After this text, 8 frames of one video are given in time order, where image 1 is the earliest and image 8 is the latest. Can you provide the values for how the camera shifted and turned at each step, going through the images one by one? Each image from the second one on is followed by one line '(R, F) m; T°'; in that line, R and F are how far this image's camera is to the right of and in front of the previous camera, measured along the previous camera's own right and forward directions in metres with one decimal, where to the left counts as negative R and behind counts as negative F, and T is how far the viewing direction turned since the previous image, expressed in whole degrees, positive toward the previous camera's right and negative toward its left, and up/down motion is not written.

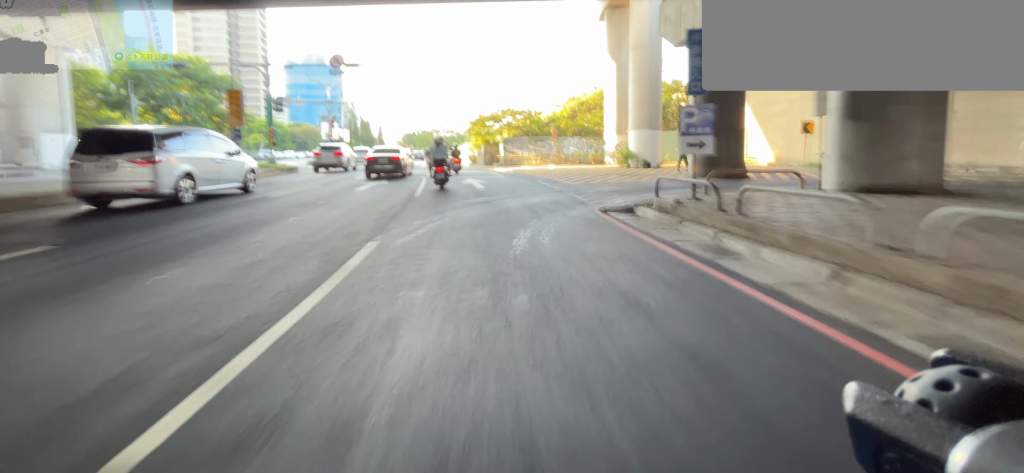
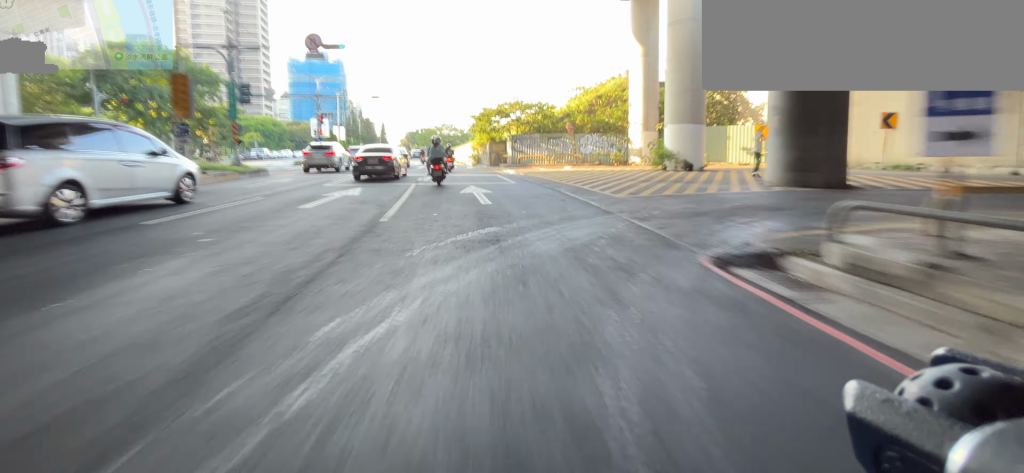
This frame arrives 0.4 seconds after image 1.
(0.0, +4.0) m; -2°
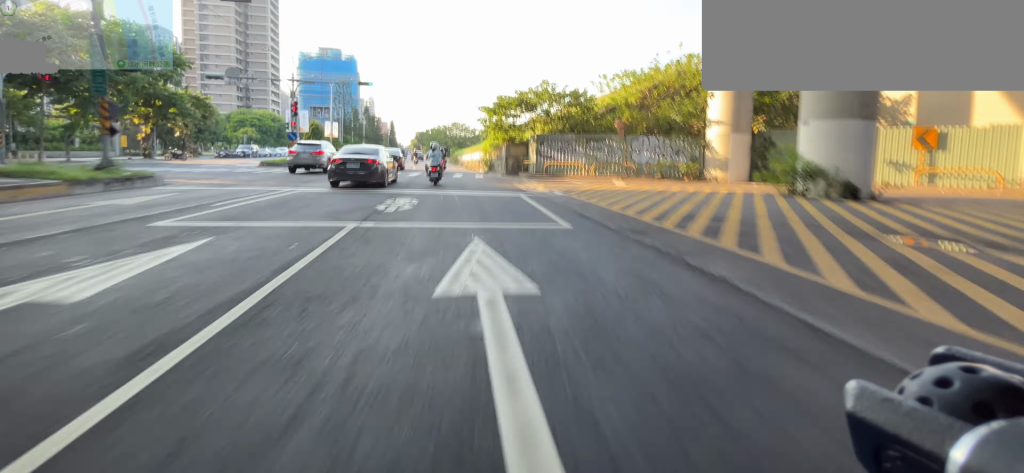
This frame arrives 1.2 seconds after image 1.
(-0.4, +7.8) m; -4°
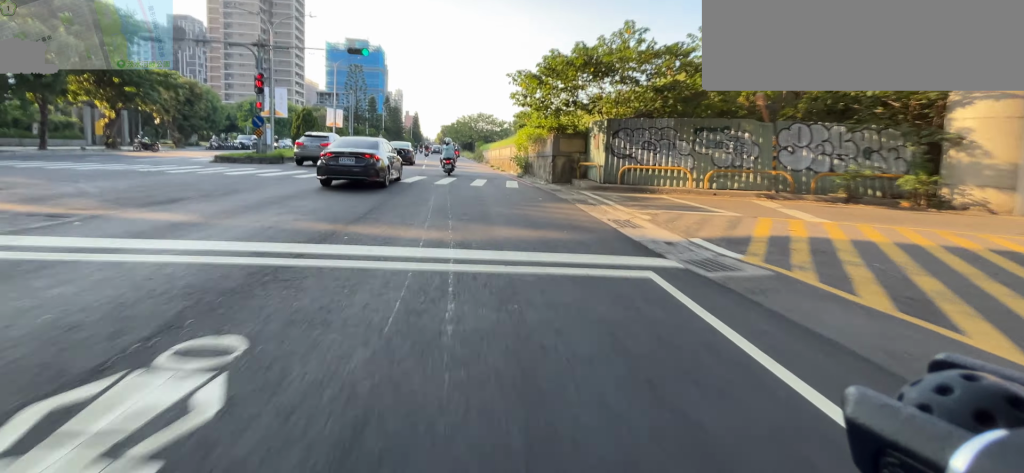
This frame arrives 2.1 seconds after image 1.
(-0.2, +8.9) m; -5°
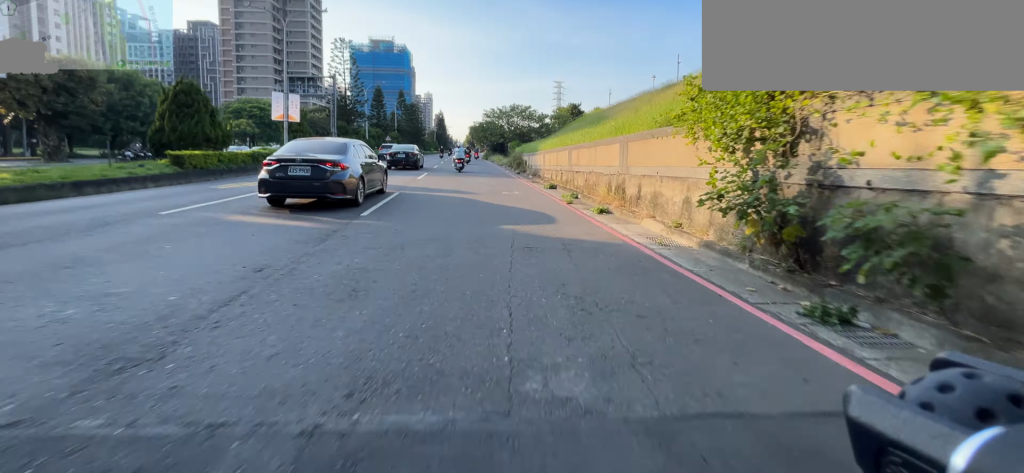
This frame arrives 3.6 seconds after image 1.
(-0.9, +18.4) m; +1°
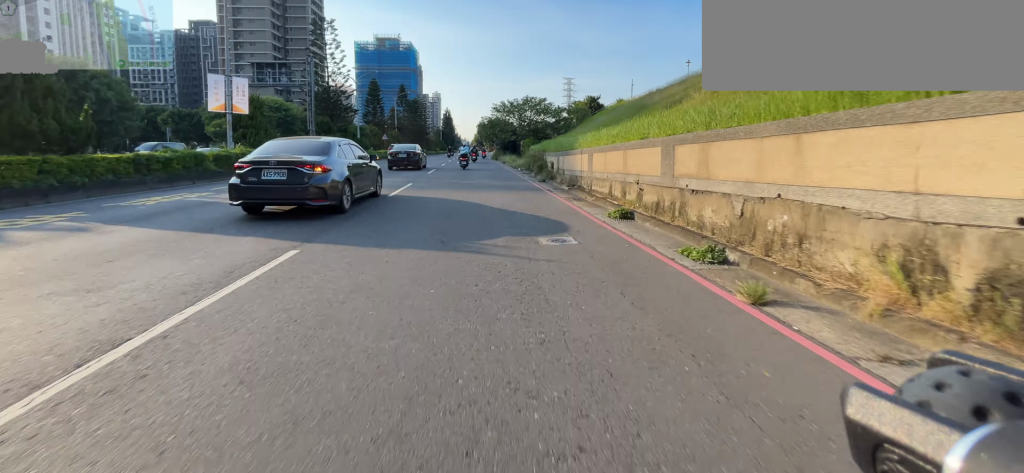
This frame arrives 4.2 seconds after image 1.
(+0.5, +7.7) m; +3°
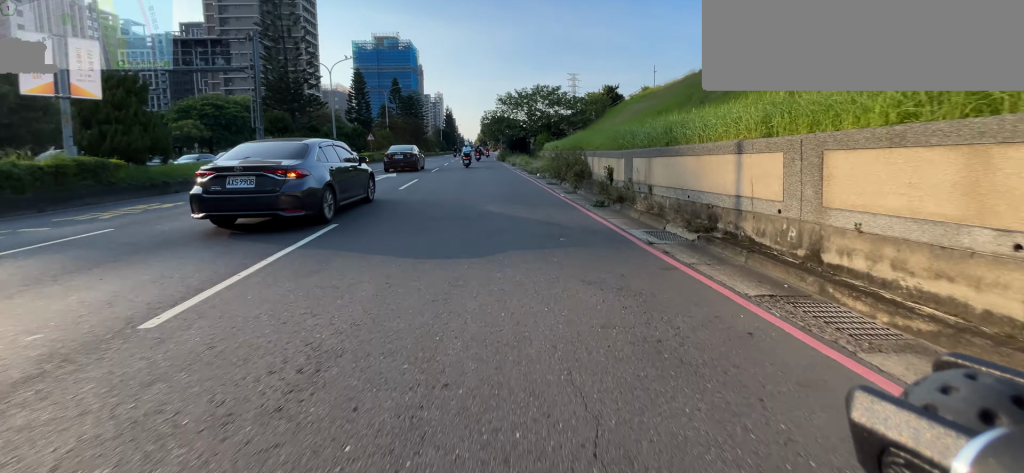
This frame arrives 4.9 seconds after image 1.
(+0.1, +8.6) m; 0°
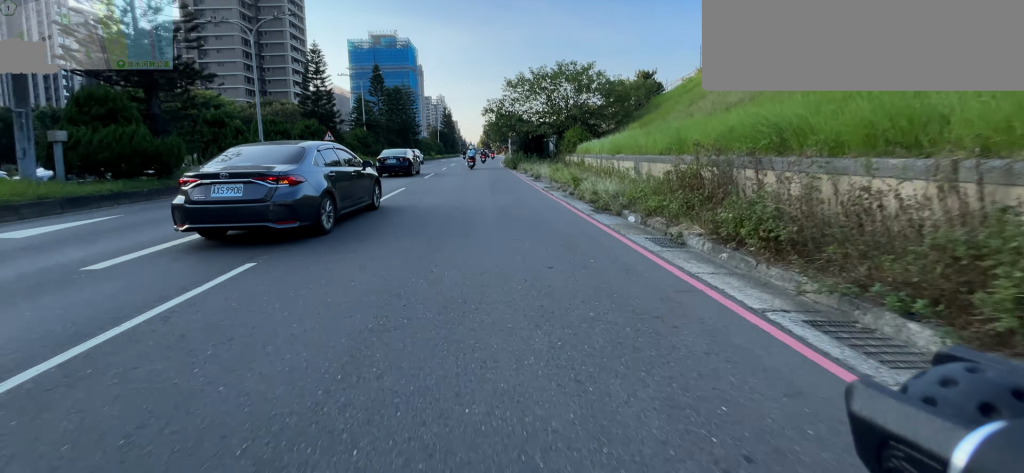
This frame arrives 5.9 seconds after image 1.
(-0.1, +12.4) m; -1°
